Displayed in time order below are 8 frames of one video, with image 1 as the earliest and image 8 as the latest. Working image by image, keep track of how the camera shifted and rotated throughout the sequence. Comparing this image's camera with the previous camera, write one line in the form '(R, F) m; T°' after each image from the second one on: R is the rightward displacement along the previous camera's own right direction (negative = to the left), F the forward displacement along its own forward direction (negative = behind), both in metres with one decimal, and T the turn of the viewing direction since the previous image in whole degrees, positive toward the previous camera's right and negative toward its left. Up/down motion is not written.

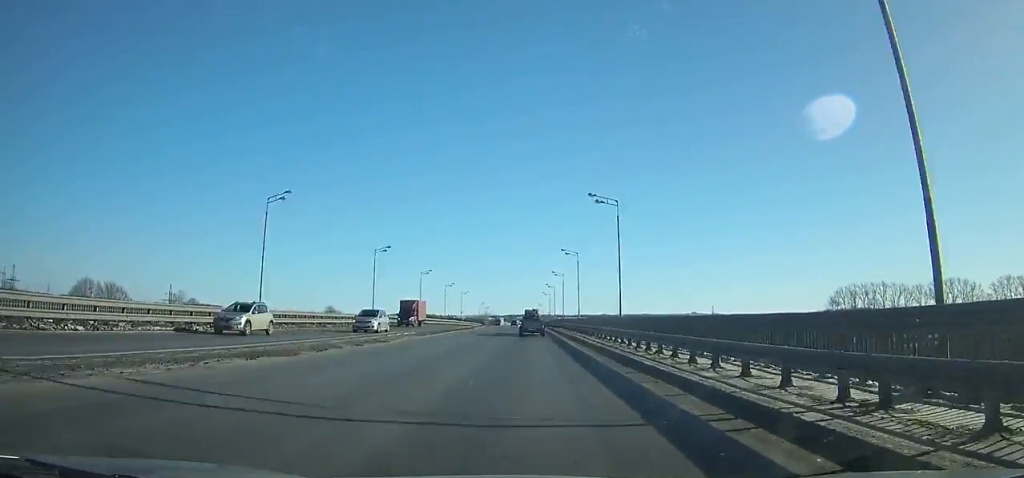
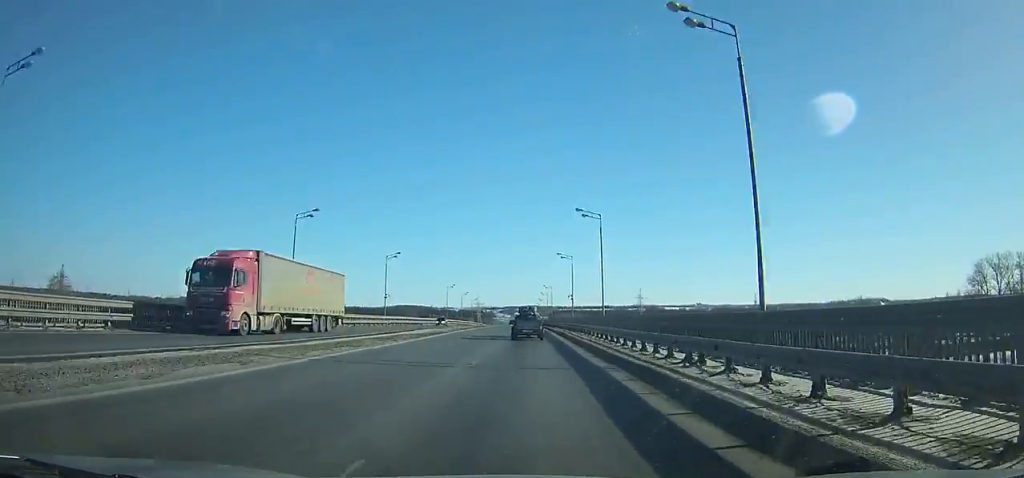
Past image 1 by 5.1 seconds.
(-0.1, +92.1) m; 0°
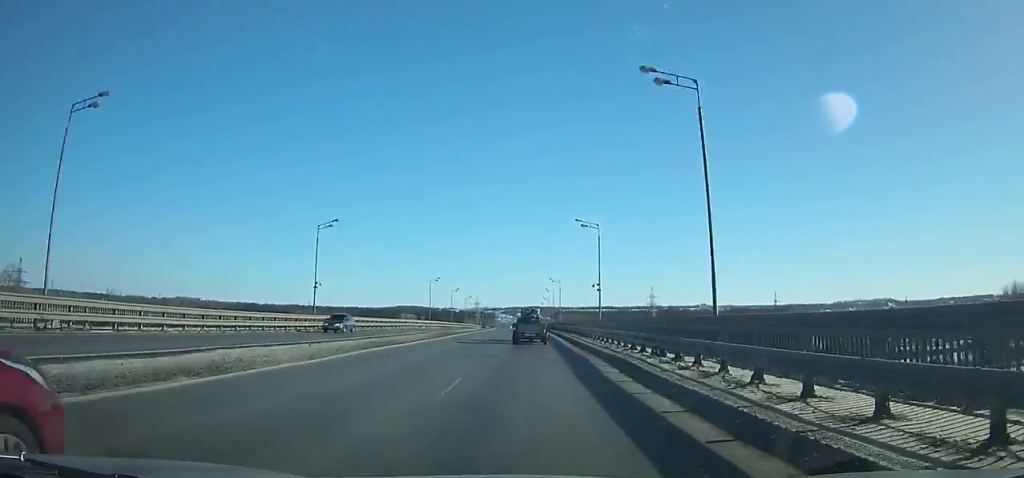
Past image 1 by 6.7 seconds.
(+0.1, +29.0) m; 0°
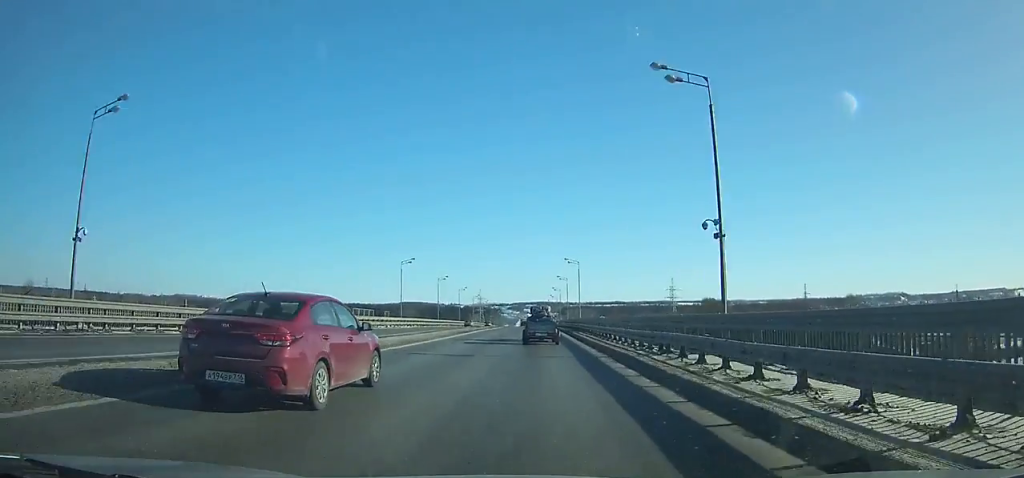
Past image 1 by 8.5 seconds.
(-0.2, +33.1) m; 0°
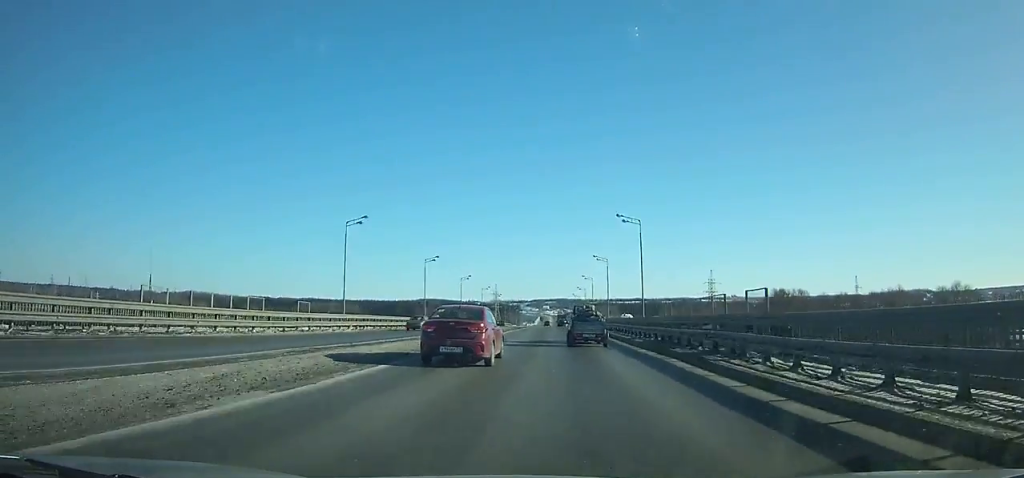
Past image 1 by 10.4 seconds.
(-0.3, +35.3) m; 0°
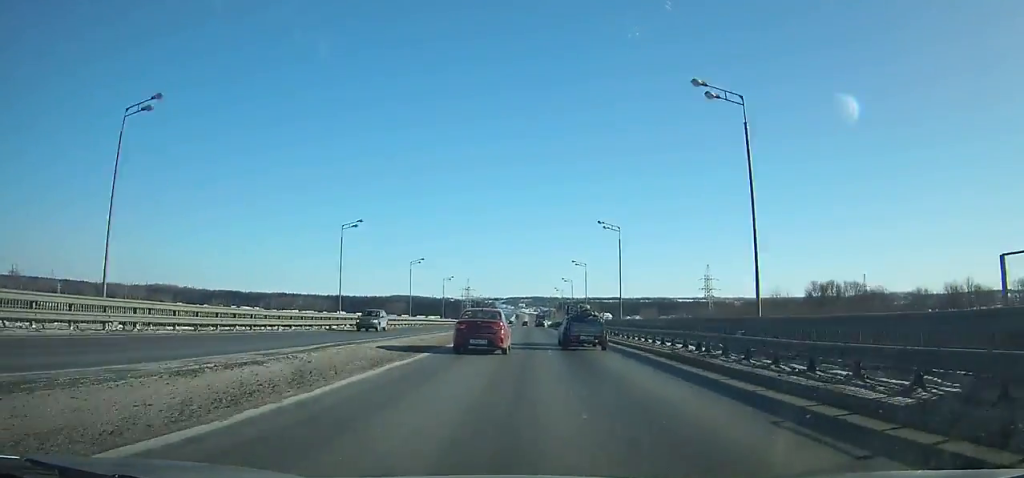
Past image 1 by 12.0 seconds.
(+0.1, +30.7) m; 0°
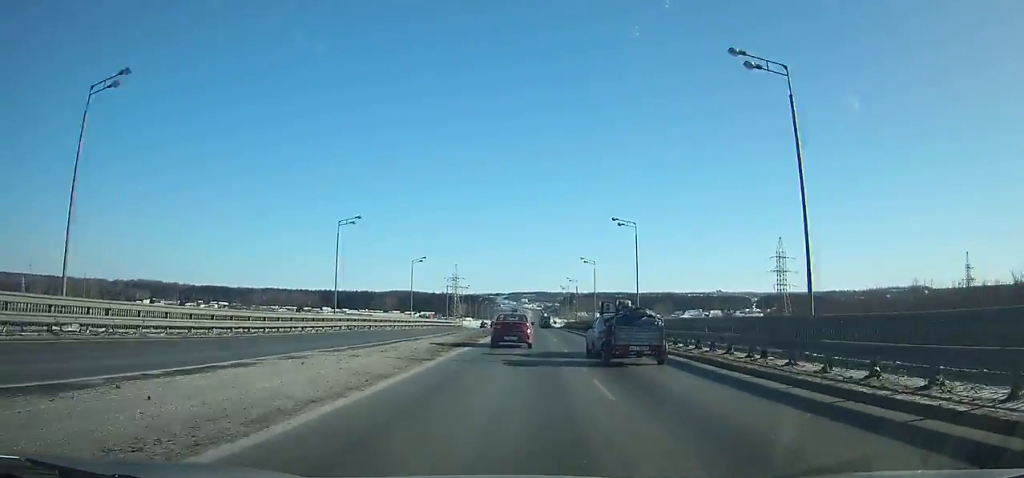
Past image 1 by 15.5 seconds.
(+0.2, +68.8) m; 0°
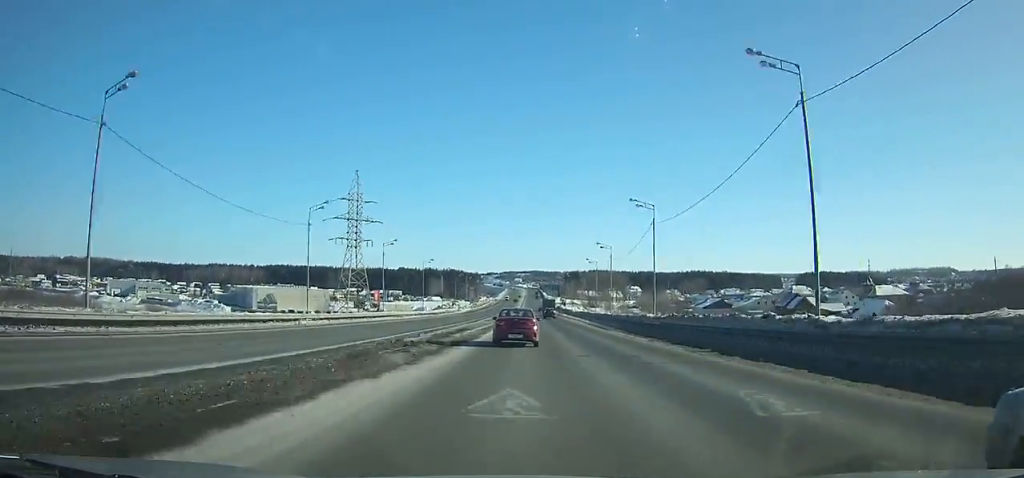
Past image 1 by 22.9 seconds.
(+0.6, +152.1) m; 0°
